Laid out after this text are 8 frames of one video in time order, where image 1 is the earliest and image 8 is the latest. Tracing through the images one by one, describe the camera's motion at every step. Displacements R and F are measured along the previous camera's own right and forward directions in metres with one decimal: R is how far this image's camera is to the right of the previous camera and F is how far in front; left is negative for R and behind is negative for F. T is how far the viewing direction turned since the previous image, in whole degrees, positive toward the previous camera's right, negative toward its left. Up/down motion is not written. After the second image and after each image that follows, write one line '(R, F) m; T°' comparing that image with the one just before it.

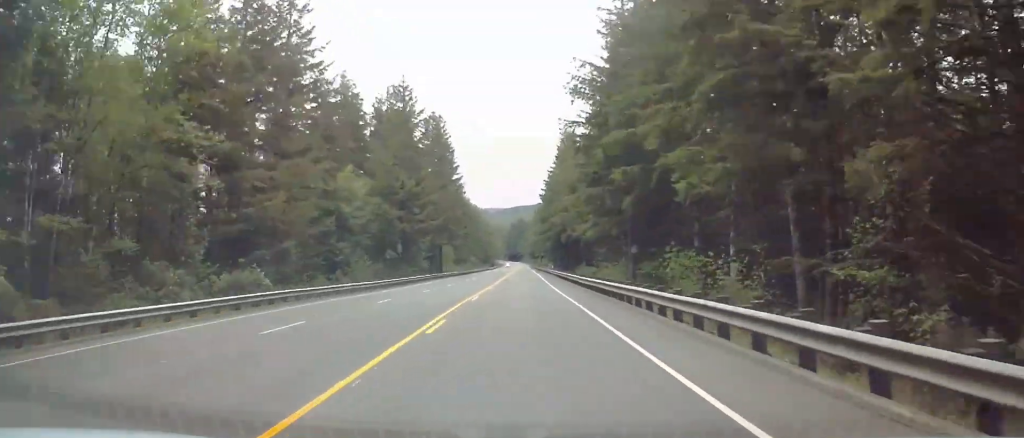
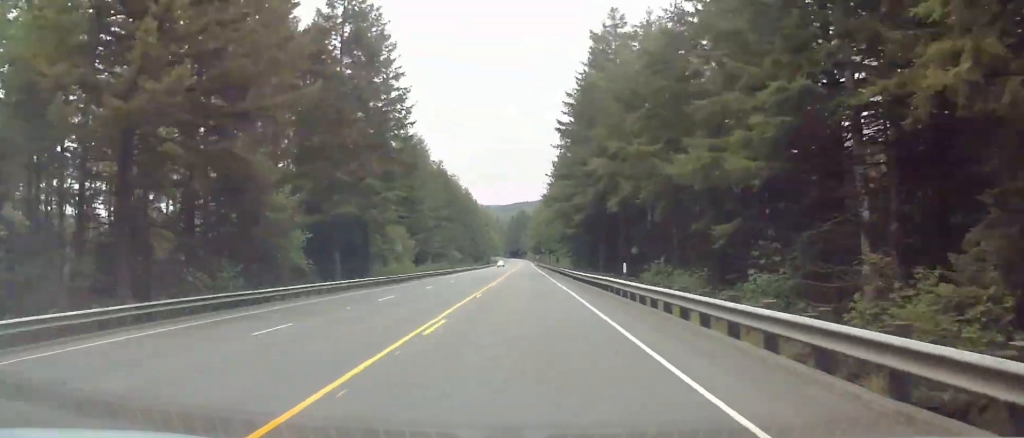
(0.0, +61.4) m; 0°
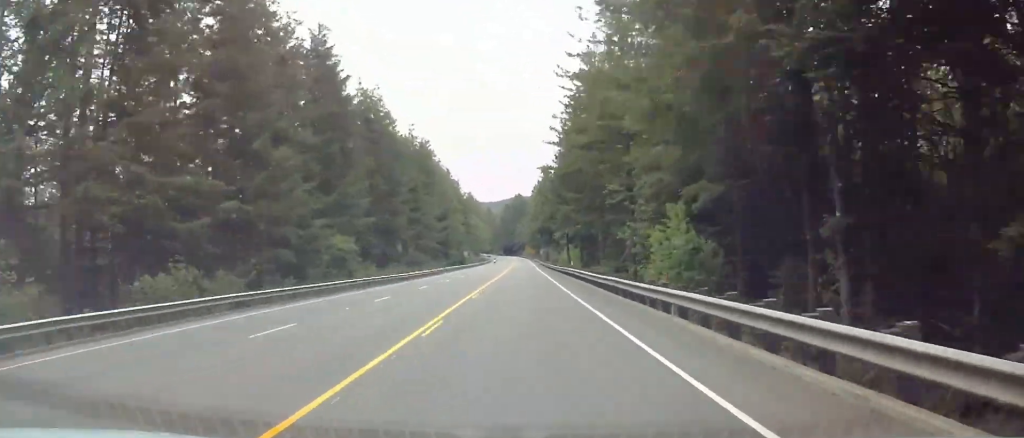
(0.0, +97.3) m; 0°
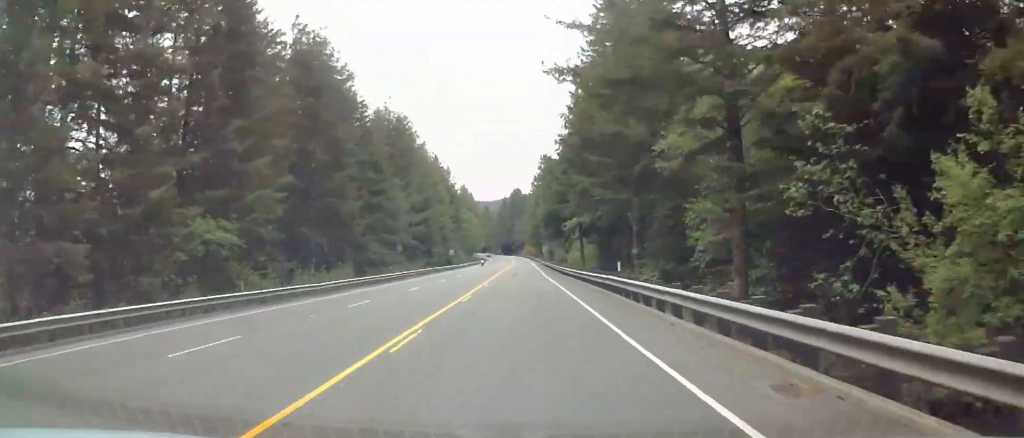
(0.0, +27.1) m; 0°
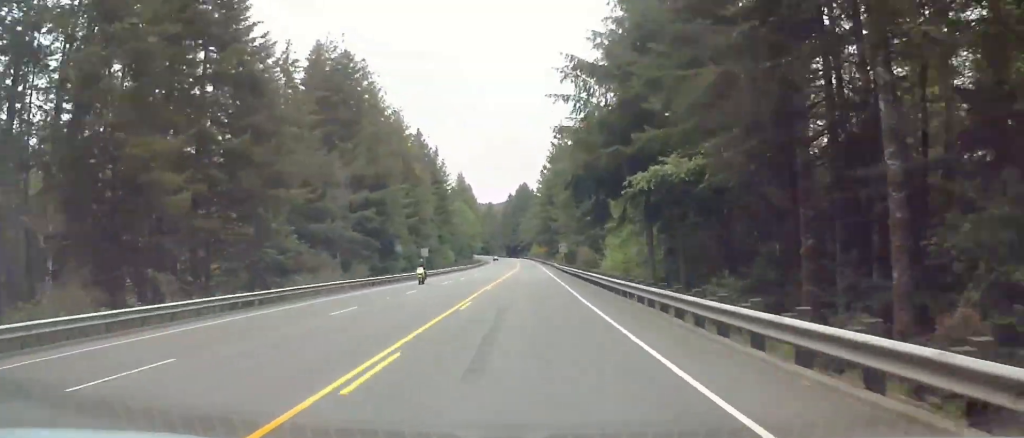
(0.0, +40.9) m; 0°
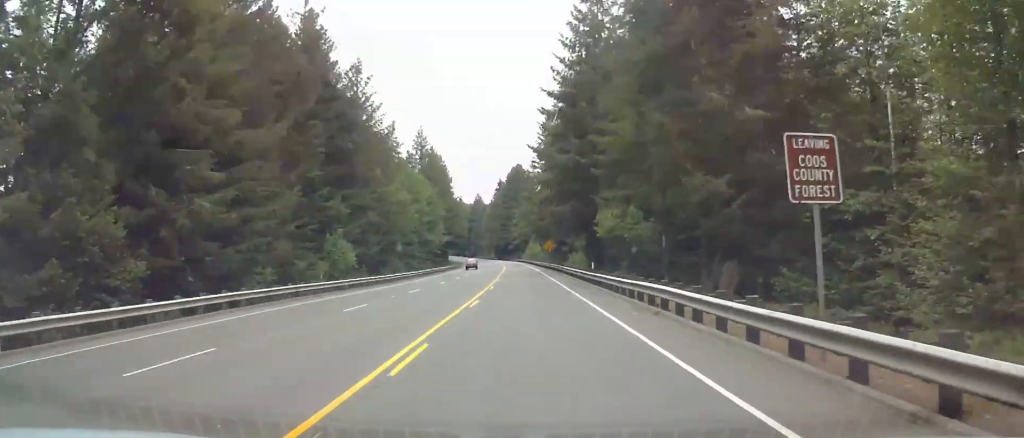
(0.0, +72.6) m; 0°
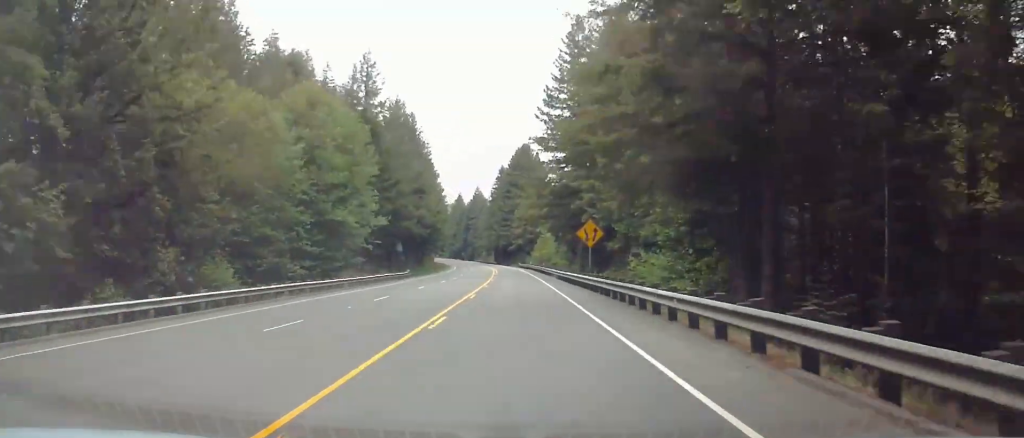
(0.0, +54.4) m; -1°
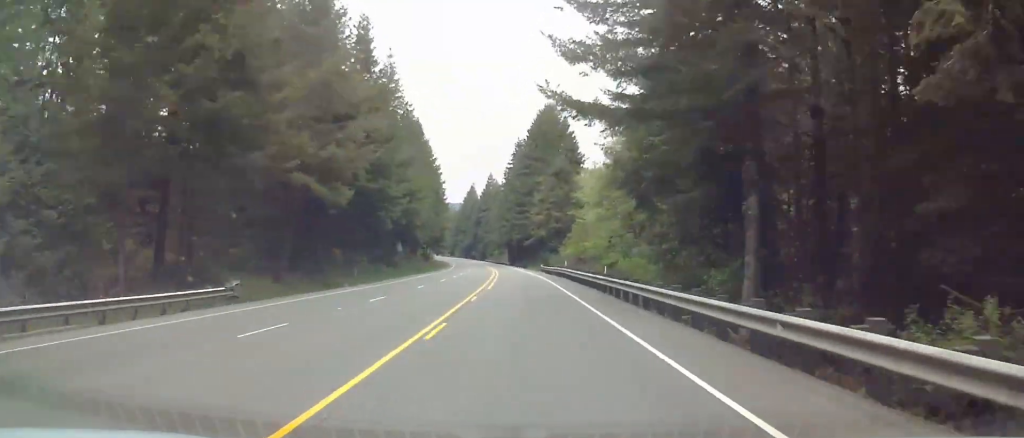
(-0.9, +50.9) m; -2°
